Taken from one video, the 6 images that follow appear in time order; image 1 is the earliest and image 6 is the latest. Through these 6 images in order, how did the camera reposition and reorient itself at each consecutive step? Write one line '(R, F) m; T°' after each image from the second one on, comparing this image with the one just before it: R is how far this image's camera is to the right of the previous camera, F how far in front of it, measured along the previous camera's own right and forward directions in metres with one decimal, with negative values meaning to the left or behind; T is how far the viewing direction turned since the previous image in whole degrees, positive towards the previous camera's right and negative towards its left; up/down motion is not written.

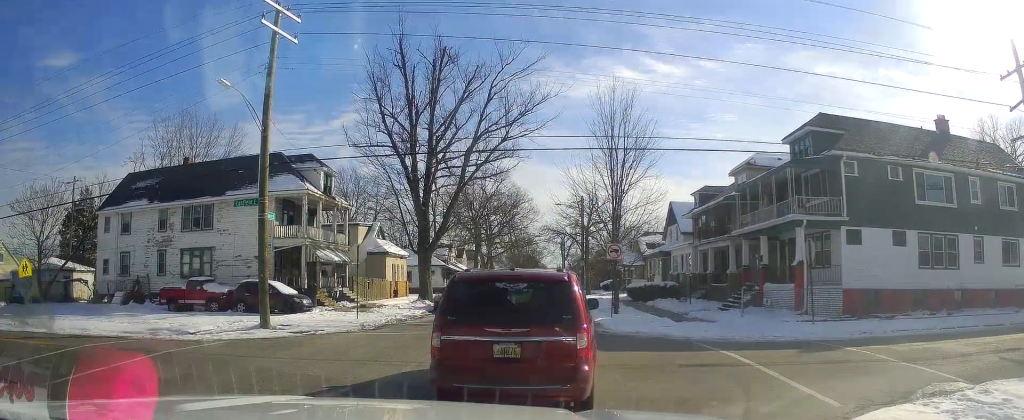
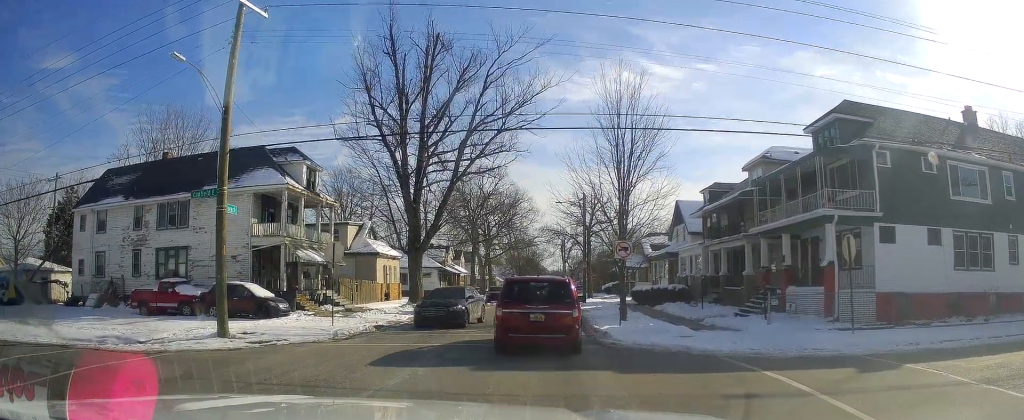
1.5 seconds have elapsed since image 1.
(-0.3, +3.6) m; -5°
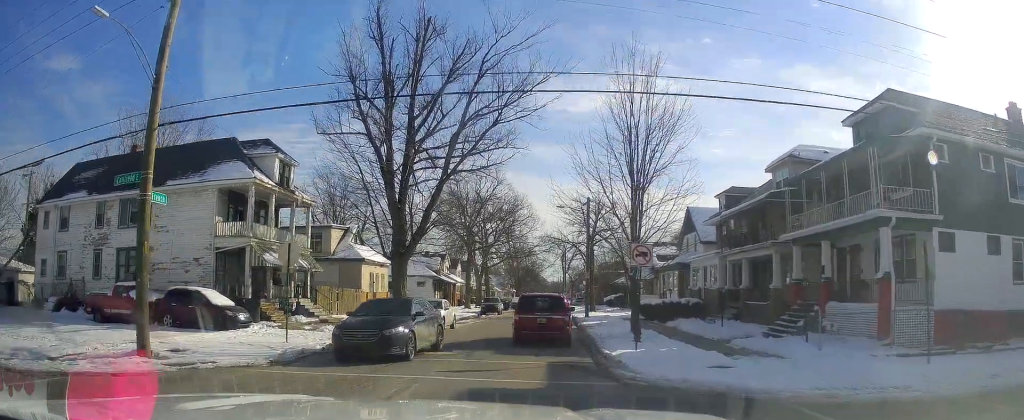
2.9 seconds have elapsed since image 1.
(0.0, +2.2) m; +7°
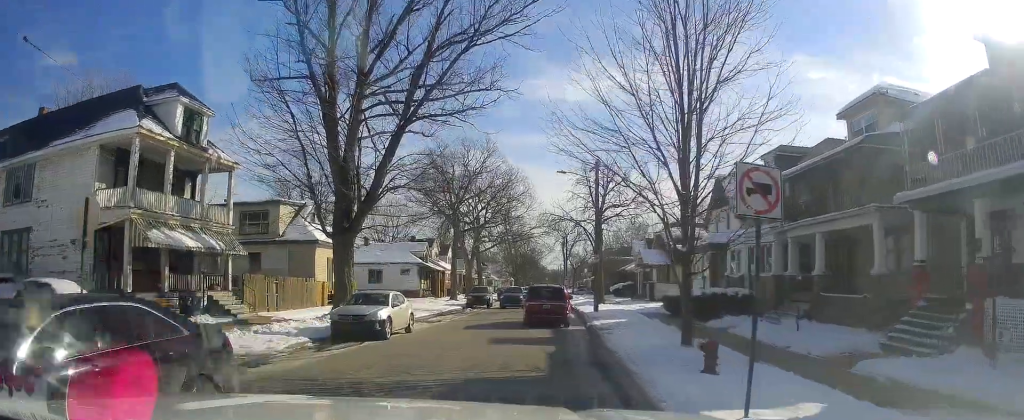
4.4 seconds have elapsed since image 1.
(+0.5, +6.5) m; +5°
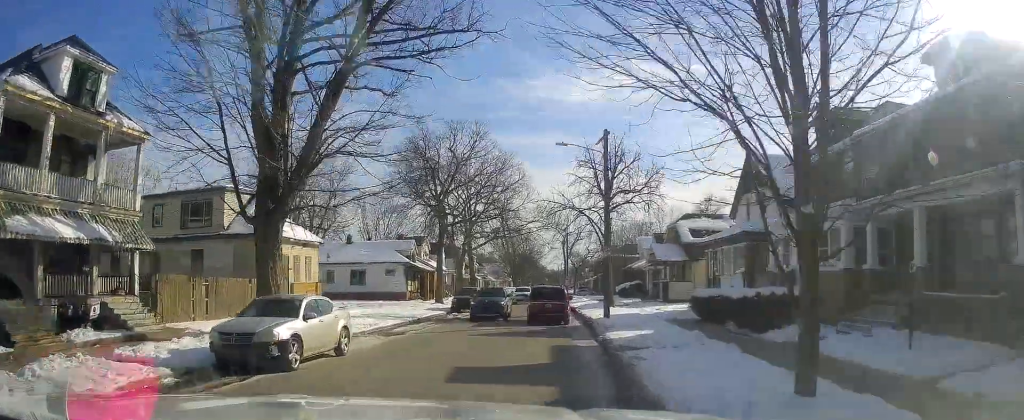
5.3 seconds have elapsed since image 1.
(0.0, +5.3) m; 0°
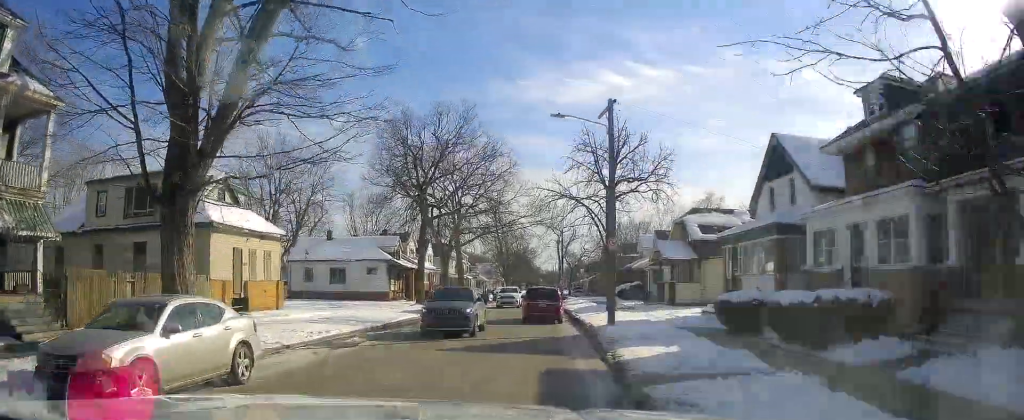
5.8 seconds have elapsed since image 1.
(0.0, +3.7) m; 0°
